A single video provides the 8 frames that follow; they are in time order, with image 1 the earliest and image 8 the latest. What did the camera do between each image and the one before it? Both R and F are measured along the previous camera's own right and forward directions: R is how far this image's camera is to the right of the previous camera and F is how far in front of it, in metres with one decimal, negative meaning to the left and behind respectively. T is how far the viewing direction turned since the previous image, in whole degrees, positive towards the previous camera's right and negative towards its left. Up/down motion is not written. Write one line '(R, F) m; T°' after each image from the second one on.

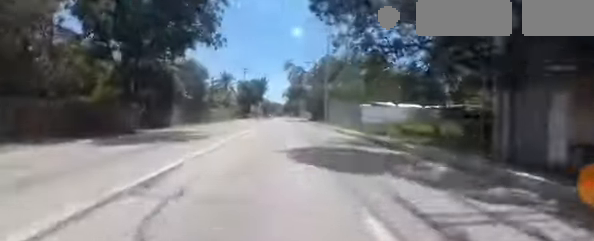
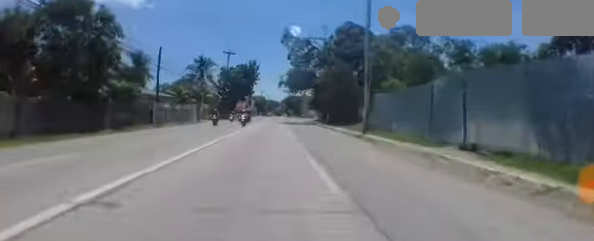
(+0.1, +23.7) m; 0°
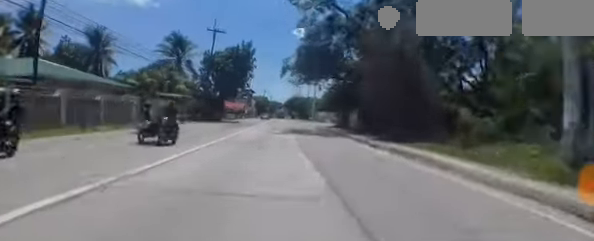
(0.0, +17.7) m; -1°
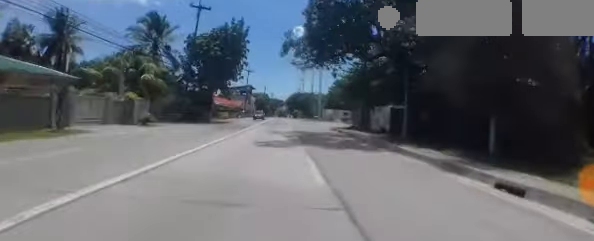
(+0.1, +9.9) m; -1°
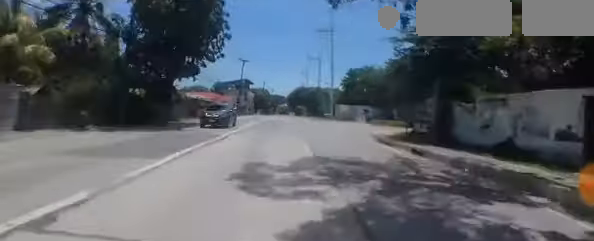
(-0.6, +14.7) m; +1°
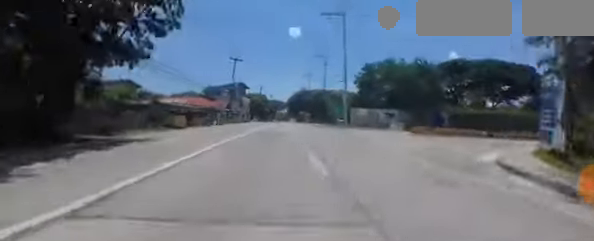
(+0.8, +12.3) m; +1°
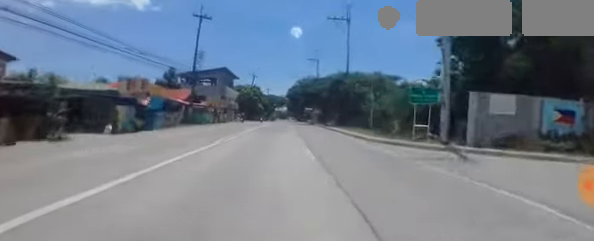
(-0.9, +27.3) m; -2°
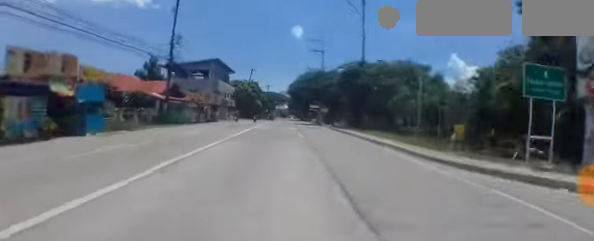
(0.0, +8.2) m; 0°
